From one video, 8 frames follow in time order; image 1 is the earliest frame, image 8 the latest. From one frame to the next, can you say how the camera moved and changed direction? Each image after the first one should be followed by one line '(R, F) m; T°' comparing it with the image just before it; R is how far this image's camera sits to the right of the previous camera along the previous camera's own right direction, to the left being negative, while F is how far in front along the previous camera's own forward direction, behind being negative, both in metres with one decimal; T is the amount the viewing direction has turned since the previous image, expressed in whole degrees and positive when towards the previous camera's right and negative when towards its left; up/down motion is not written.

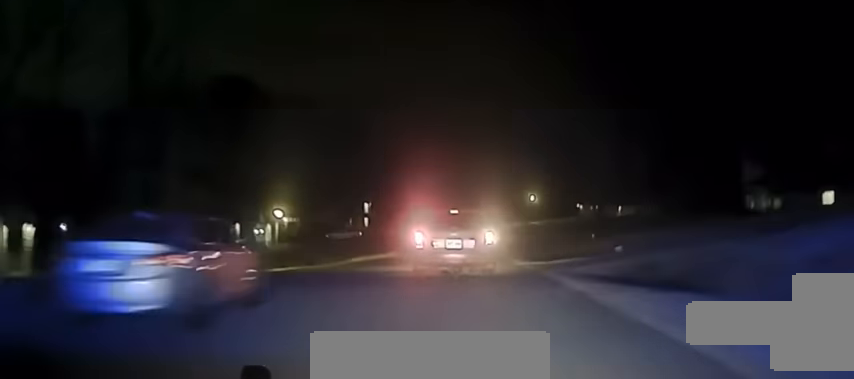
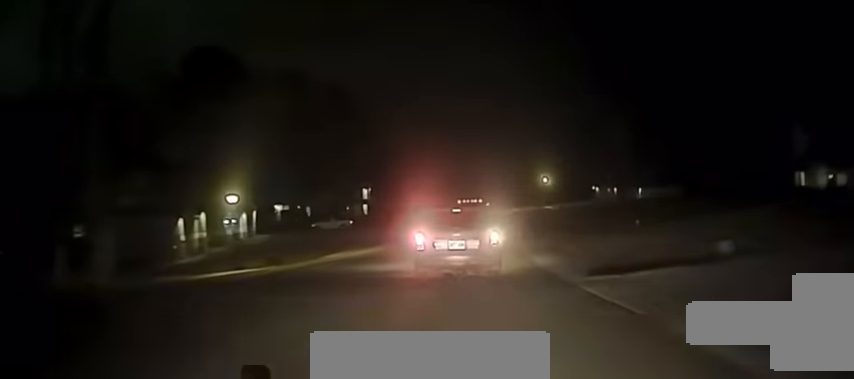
(0.0, +13.8) m; 0°
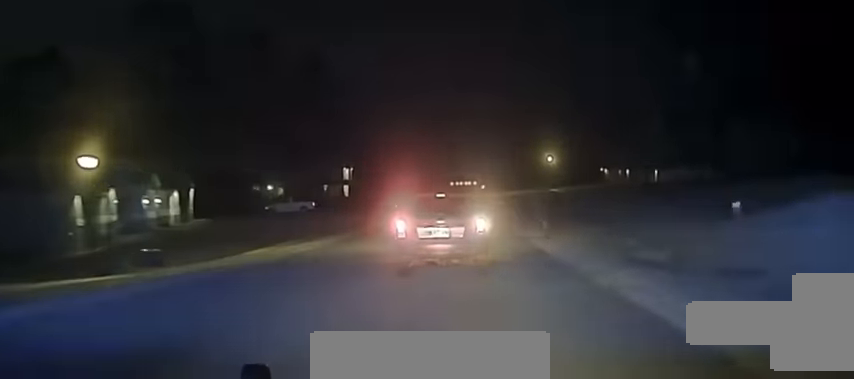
(0.0, +18.2) m; 0°
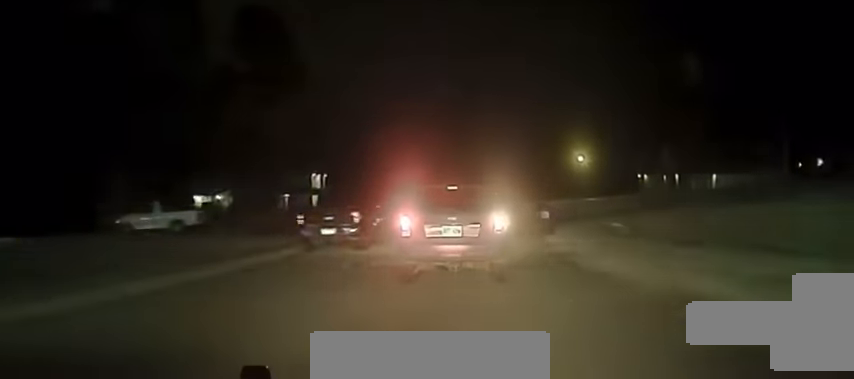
(+0.1, +31.1) m; 0°
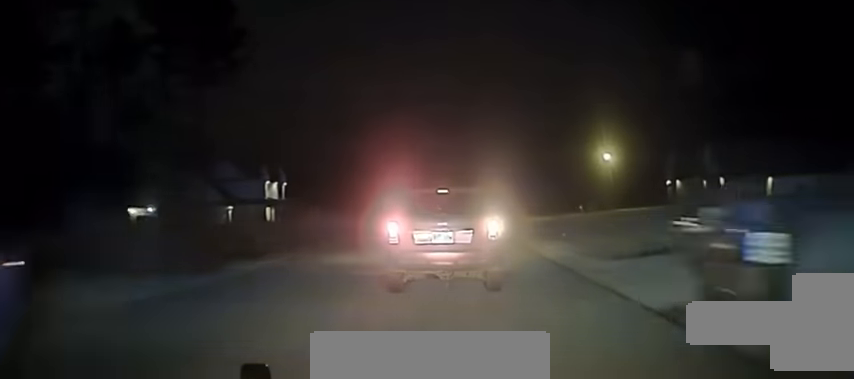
(+0.1, +22.7) m; 0°
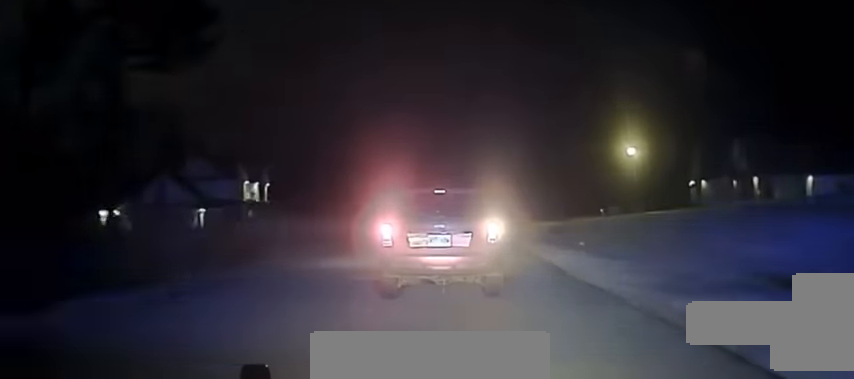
(+0.1, +10.2) m; 0°
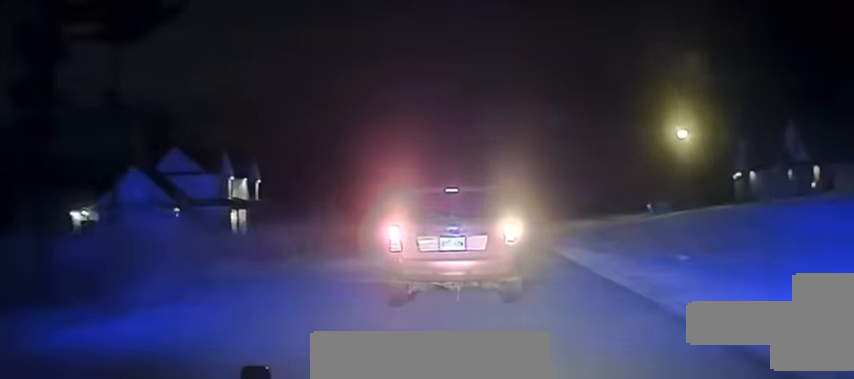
(-0.1, +10.2) m; 0°
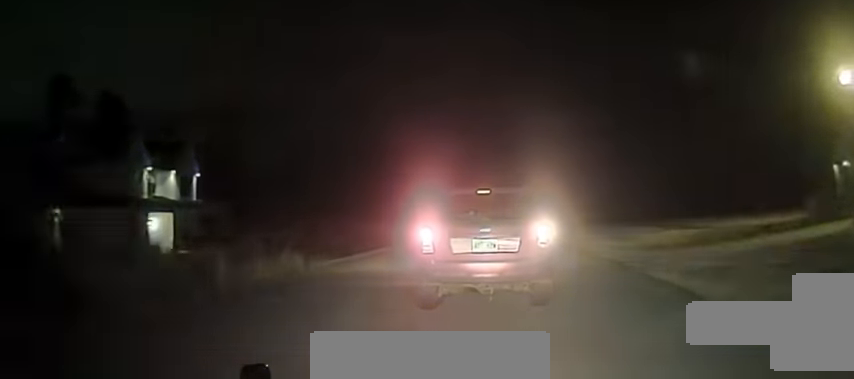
(-0.1, +22.3) m; -1°
